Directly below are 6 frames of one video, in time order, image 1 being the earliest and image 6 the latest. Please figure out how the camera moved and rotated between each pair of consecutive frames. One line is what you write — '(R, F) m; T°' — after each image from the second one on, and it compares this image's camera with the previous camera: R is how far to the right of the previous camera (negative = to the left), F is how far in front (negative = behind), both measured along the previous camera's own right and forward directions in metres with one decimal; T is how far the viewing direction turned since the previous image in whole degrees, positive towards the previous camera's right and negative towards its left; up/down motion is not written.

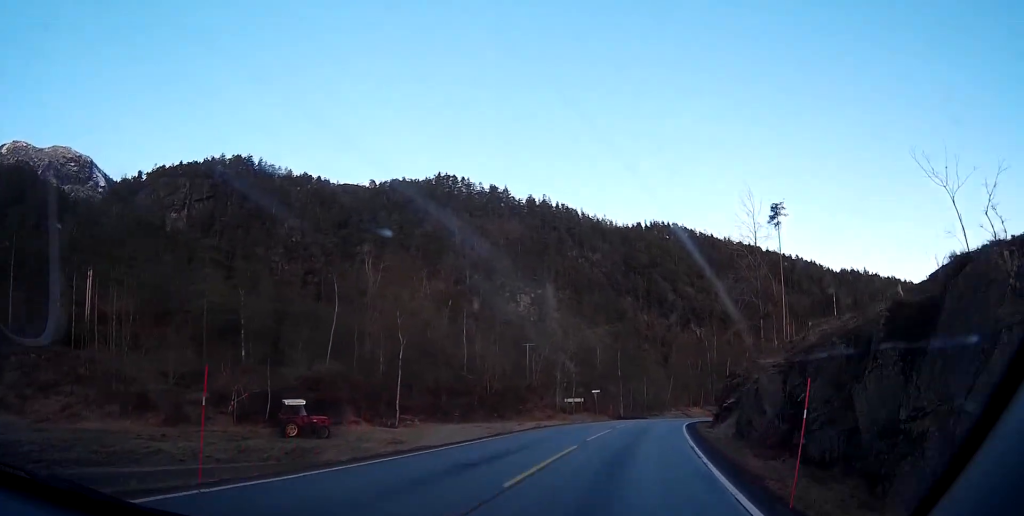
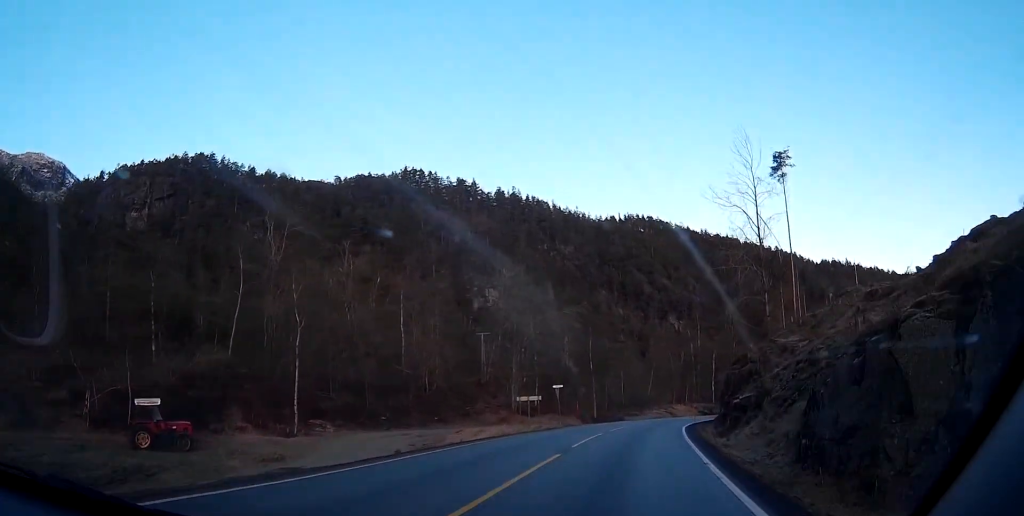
(0.0, +15.3) m; +2°
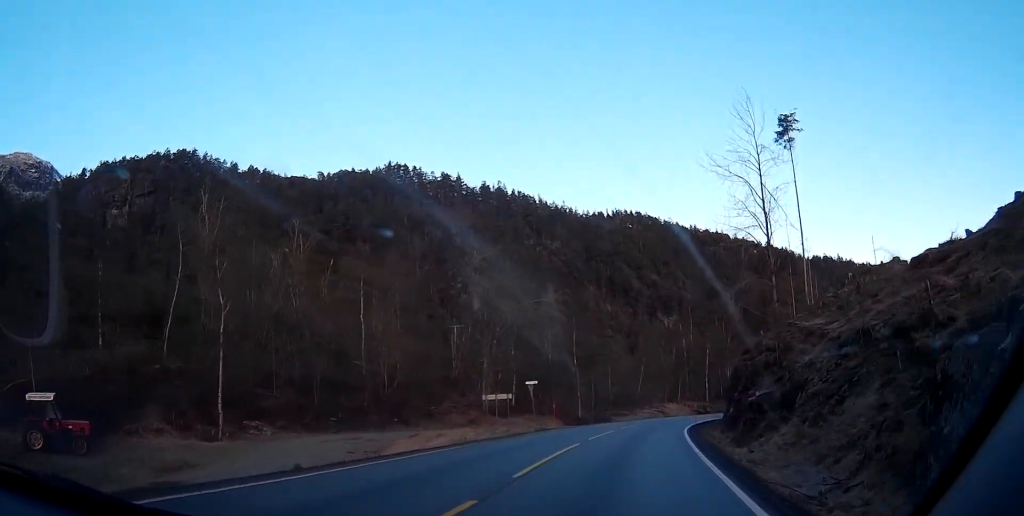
(0.0, +8.0) m; +2°
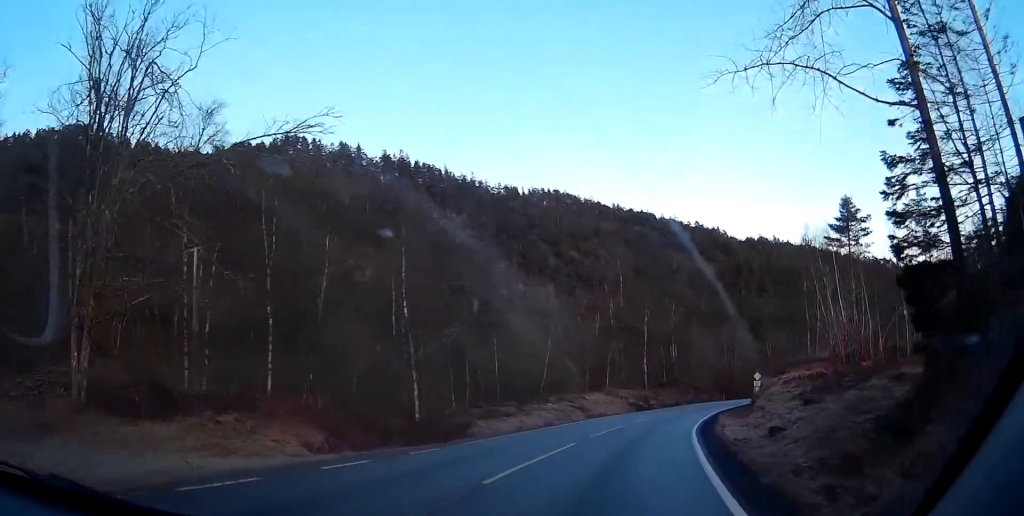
(+4.2, +37.9) m; +11°
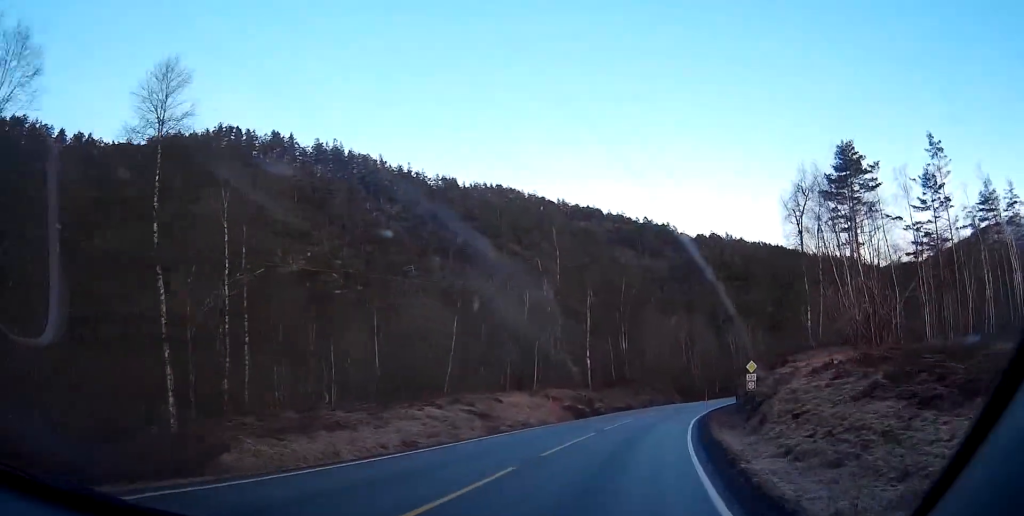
(+0.7, +18.9) m; +3°
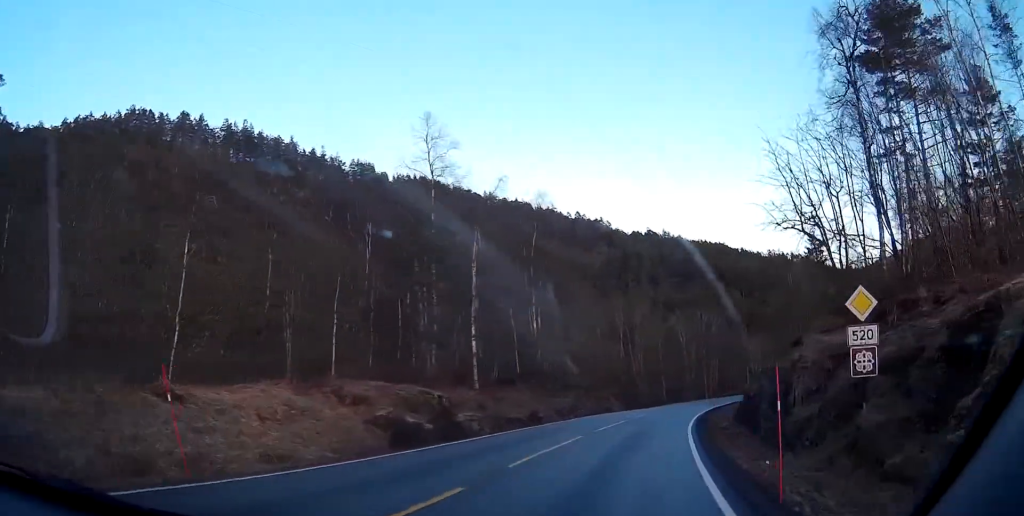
(+1.3, +27.4) m; +7°
